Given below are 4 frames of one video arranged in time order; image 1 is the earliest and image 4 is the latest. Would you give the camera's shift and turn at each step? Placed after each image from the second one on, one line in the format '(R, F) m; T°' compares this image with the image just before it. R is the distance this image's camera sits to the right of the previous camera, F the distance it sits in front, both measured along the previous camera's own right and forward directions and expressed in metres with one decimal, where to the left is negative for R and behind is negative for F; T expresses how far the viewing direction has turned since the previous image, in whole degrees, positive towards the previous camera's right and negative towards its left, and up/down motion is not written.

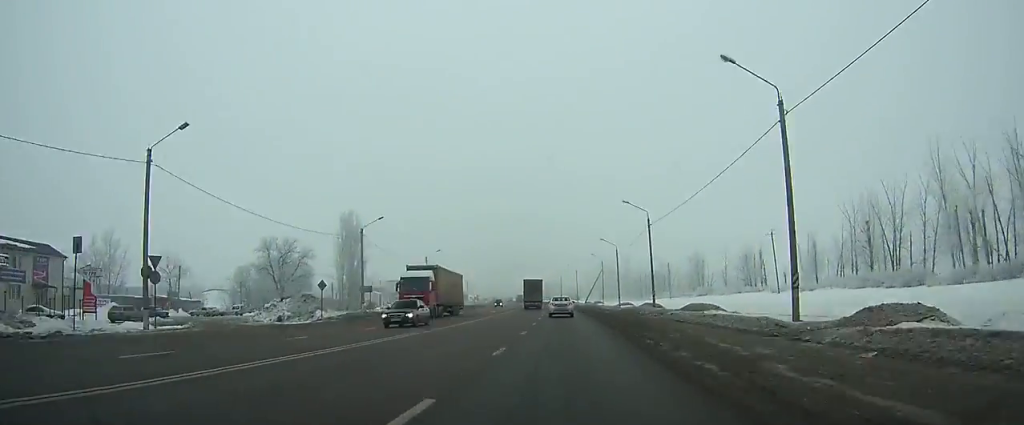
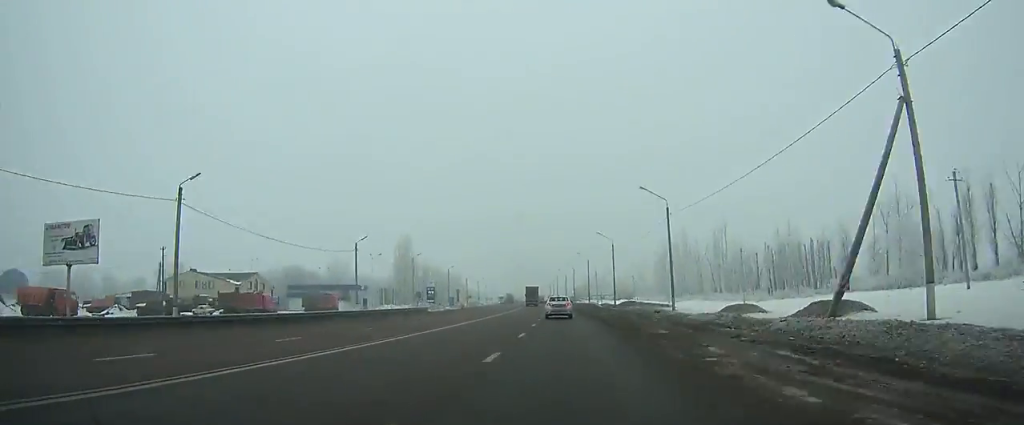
(-3.9, +105.8) m; -4°
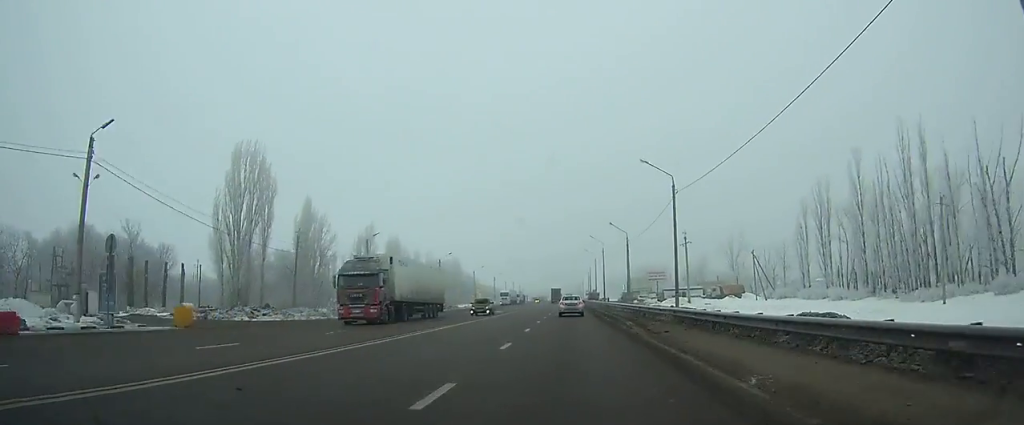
(-2.8, +106.6) m; -2°
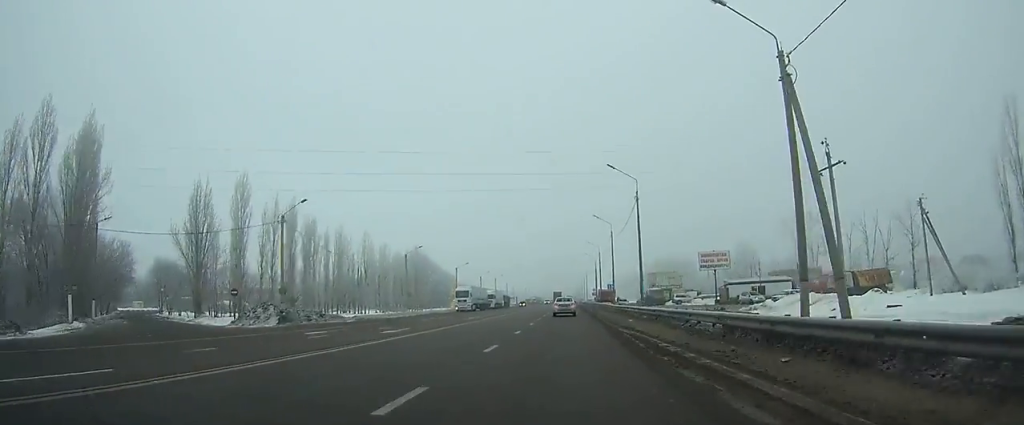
(-0.5, +53.4) m; -1°
